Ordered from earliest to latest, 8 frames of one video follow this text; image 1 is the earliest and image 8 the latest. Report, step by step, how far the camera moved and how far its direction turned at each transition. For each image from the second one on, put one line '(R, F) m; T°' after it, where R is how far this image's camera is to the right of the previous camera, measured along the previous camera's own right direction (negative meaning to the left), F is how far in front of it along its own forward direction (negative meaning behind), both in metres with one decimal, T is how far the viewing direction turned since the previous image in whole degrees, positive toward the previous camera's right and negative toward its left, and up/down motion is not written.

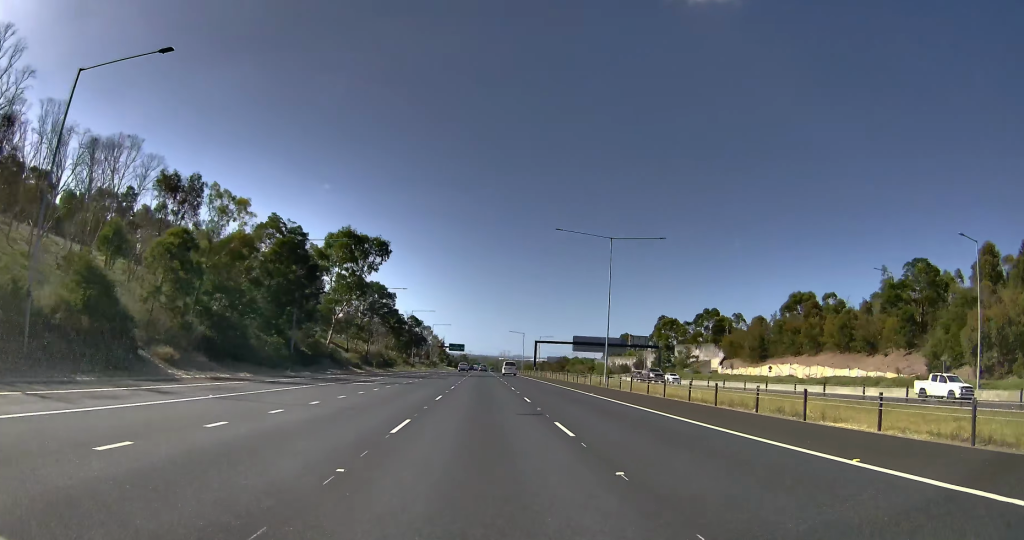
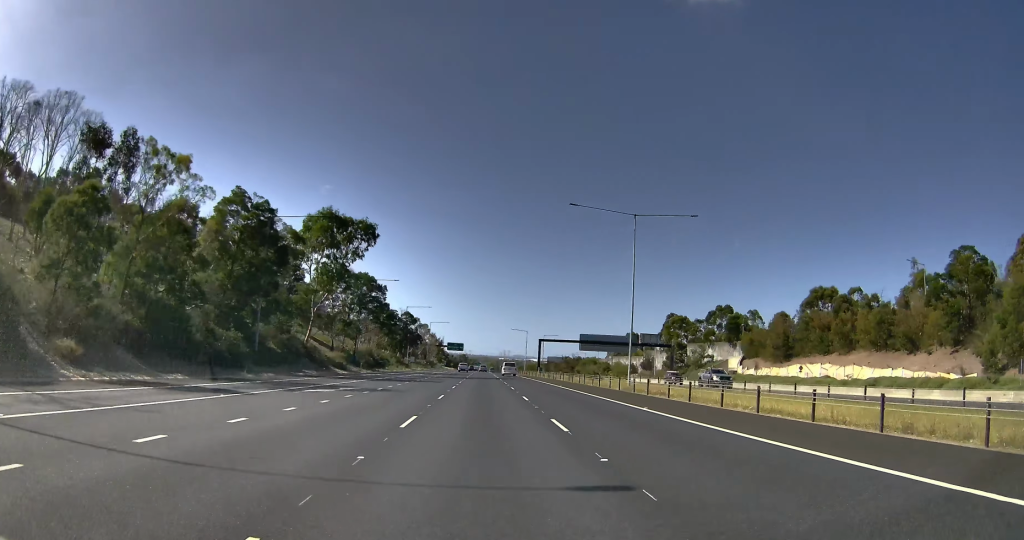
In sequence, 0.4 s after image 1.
(-0.1, +13.2) m; 0°
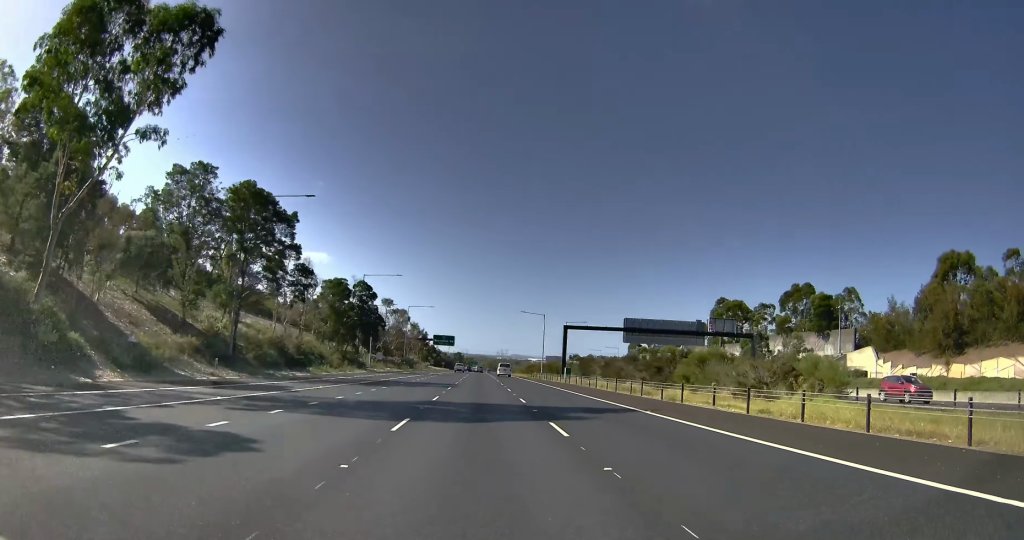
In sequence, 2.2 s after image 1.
(-0.3, +55.6) m; 0°
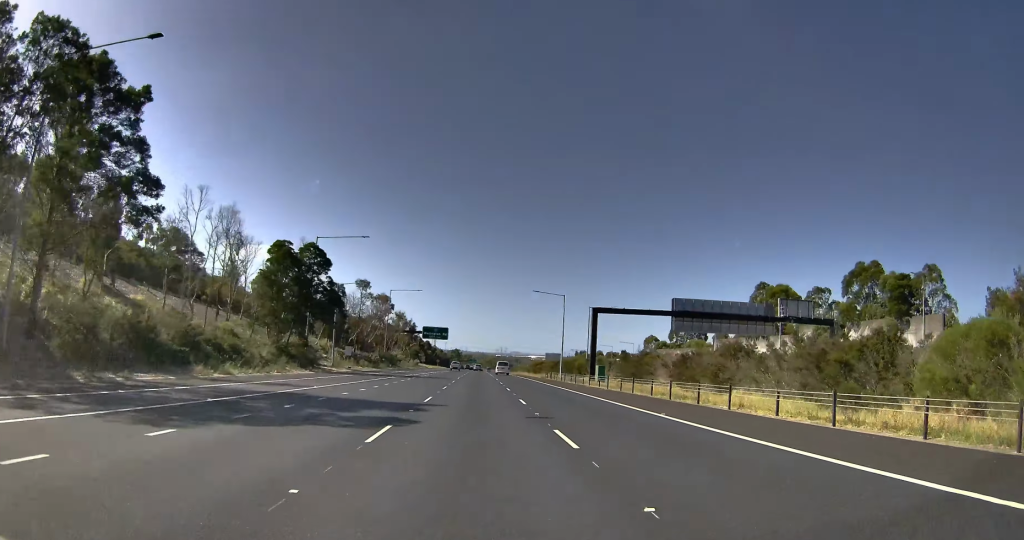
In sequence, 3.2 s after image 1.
(+0.1, +27.6) m; +1°
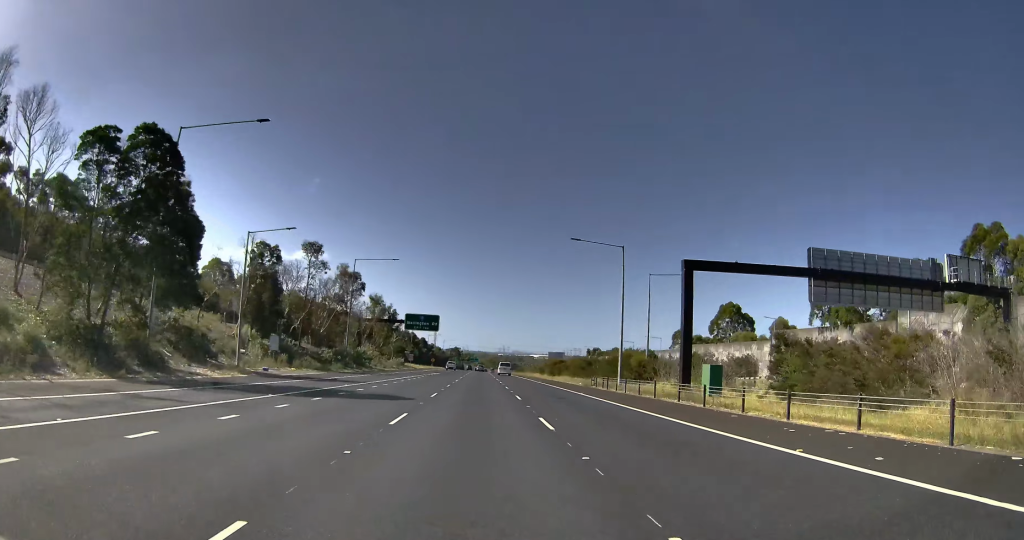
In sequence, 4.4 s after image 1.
(+0.3, +32.9) m; +1°
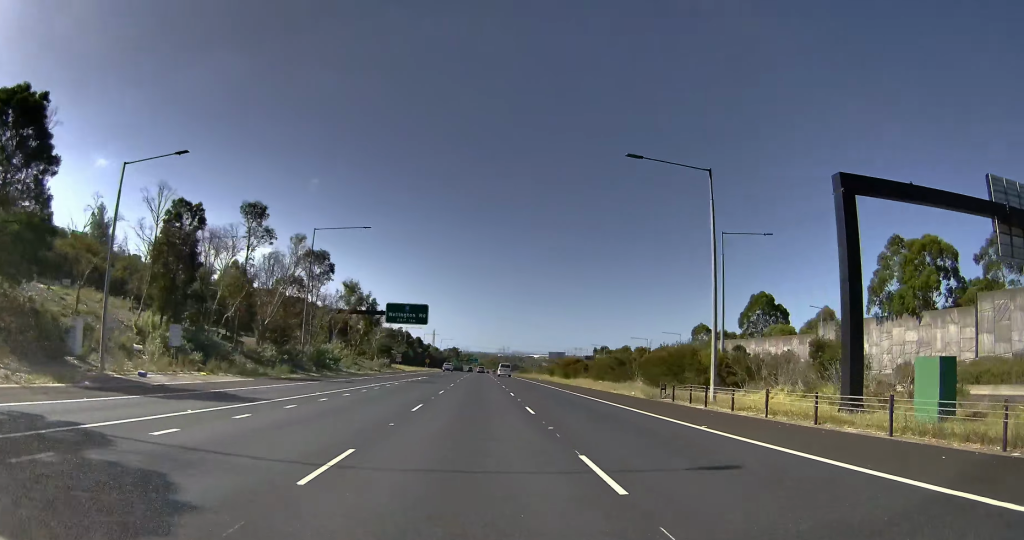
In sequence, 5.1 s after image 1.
(0.0, +18.8) m; -1°
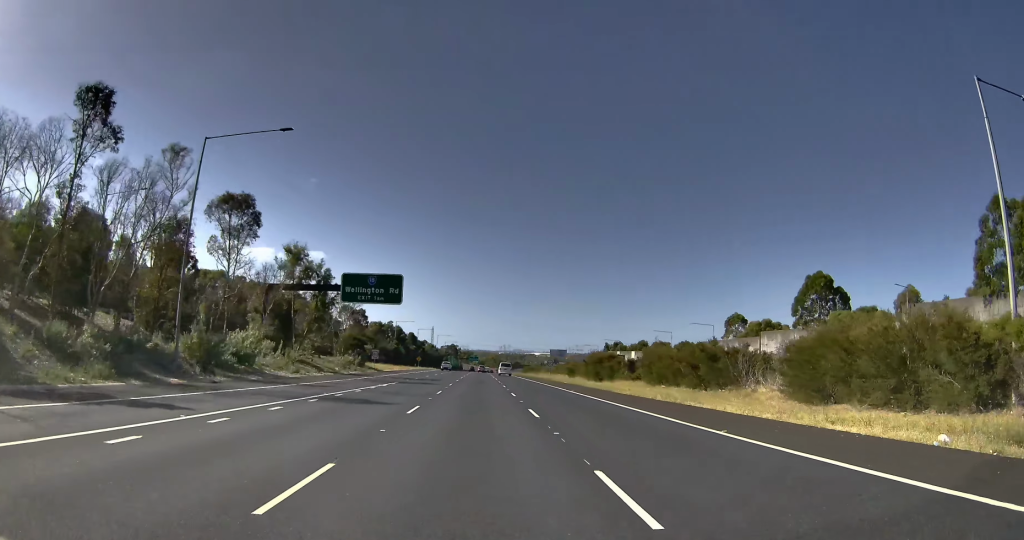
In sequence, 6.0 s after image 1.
(-0.2, +24.8) m; -1°
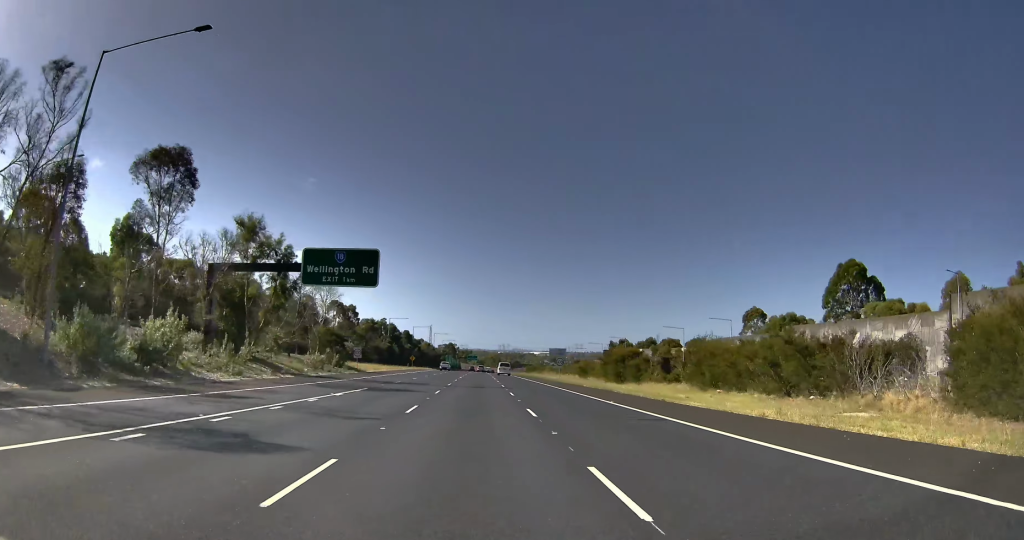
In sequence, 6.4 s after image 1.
(-0.4, +11.5) m; 0°
